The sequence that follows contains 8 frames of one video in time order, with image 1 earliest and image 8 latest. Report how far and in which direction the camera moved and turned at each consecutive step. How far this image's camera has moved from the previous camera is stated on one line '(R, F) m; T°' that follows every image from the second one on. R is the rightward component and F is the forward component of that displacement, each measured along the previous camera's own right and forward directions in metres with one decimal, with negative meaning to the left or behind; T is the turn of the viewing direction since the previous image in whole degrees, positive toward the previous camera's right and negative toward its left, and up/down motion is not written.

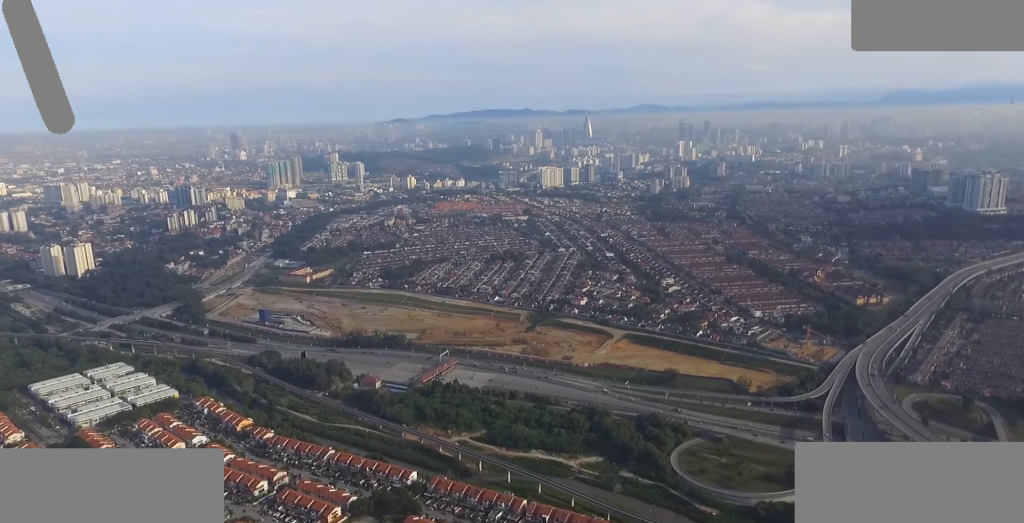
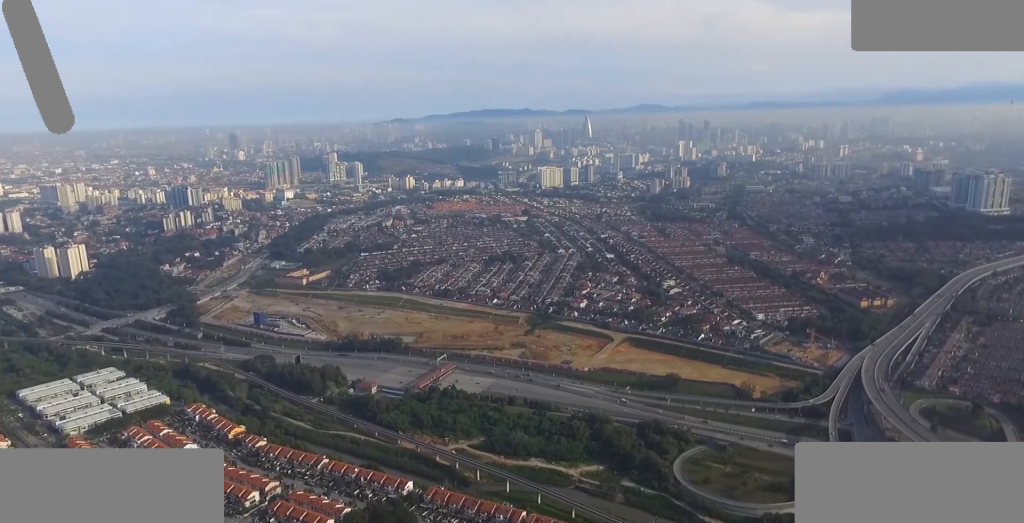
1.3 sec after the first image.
(0.0, +17.6) m; 0°
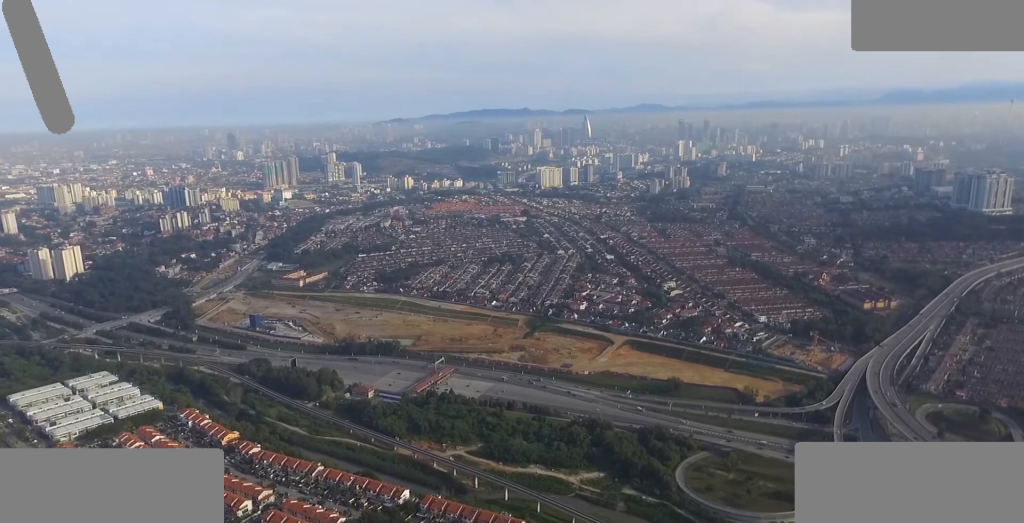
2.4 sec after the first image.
(0.0, +12.5) m; 0°
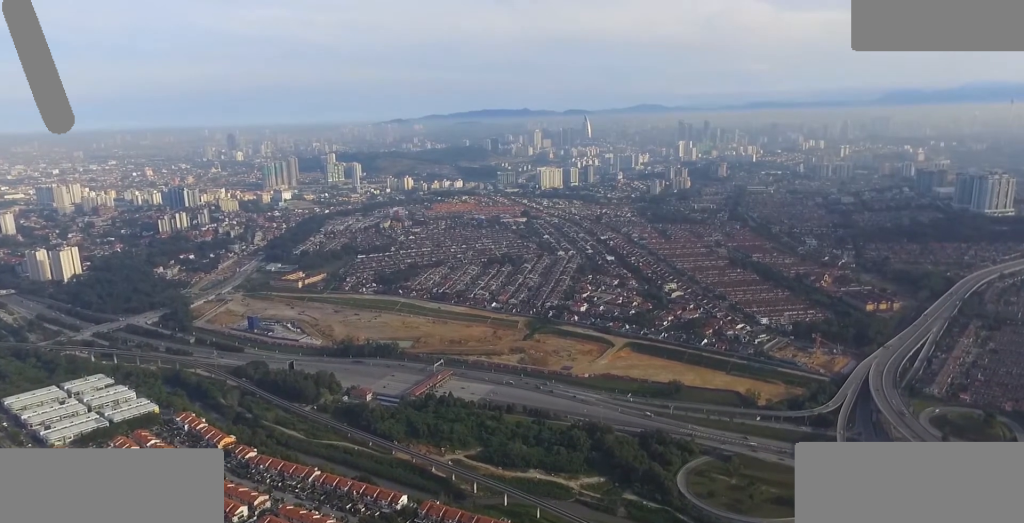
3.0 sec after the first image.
(0.0, +6.4) m; 0°
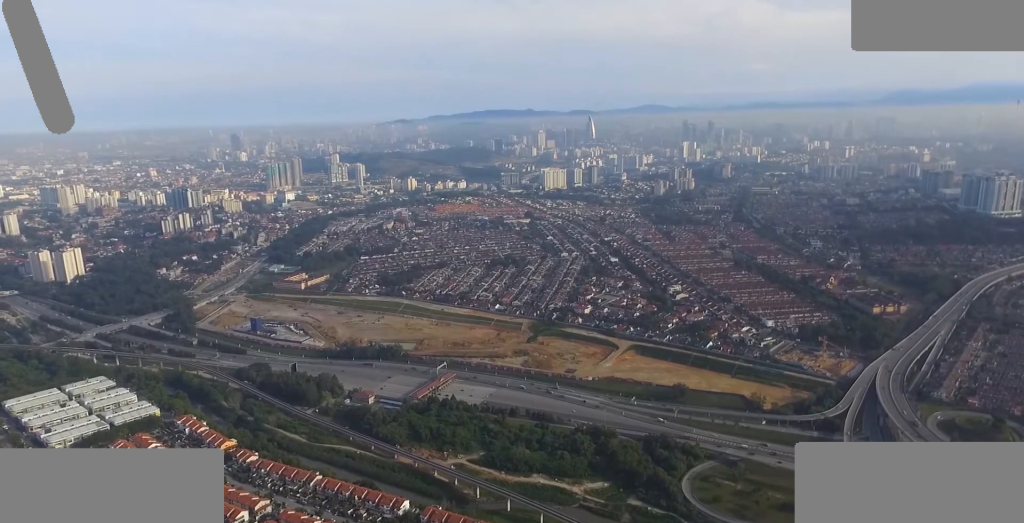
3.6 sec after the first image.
(0.0, +5.8) m; 0°
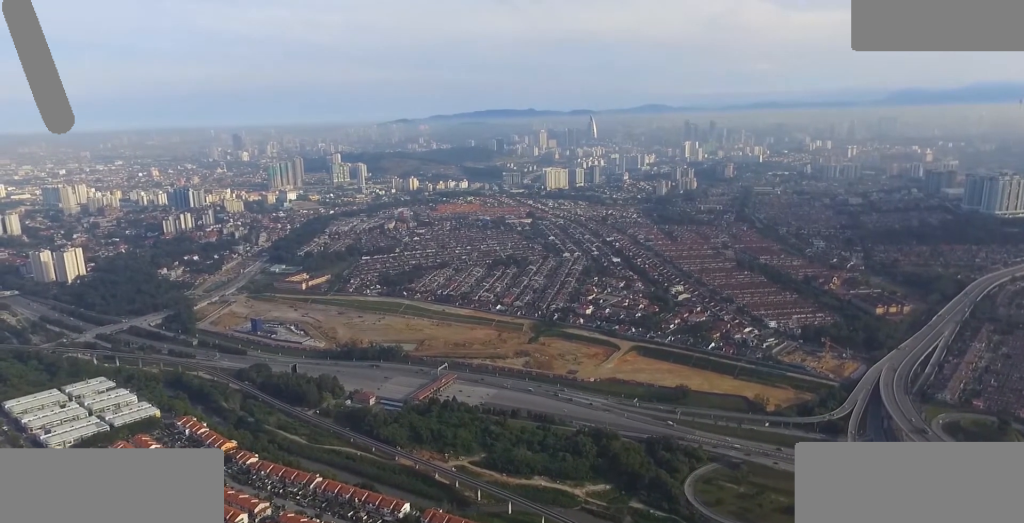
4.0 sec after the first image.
(0.0, +3.7) m; 0°
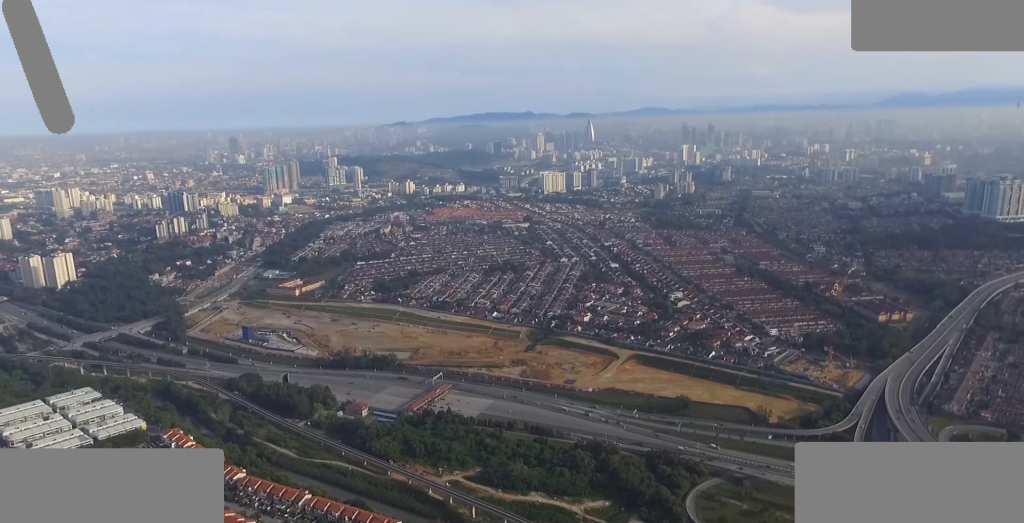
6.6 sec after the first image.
(0.0, +15.1) m; 0°
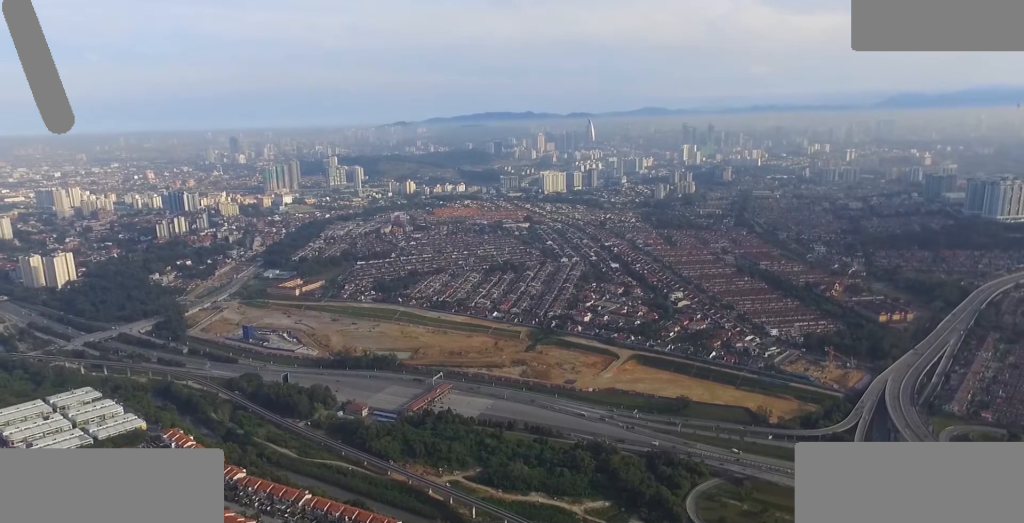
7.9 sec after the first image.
(0.0, +3.4) m; 0°
